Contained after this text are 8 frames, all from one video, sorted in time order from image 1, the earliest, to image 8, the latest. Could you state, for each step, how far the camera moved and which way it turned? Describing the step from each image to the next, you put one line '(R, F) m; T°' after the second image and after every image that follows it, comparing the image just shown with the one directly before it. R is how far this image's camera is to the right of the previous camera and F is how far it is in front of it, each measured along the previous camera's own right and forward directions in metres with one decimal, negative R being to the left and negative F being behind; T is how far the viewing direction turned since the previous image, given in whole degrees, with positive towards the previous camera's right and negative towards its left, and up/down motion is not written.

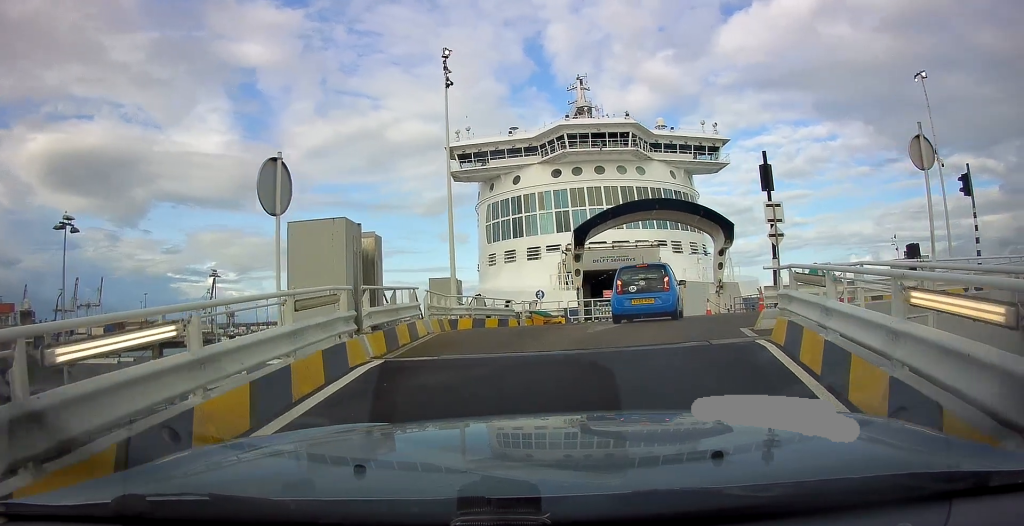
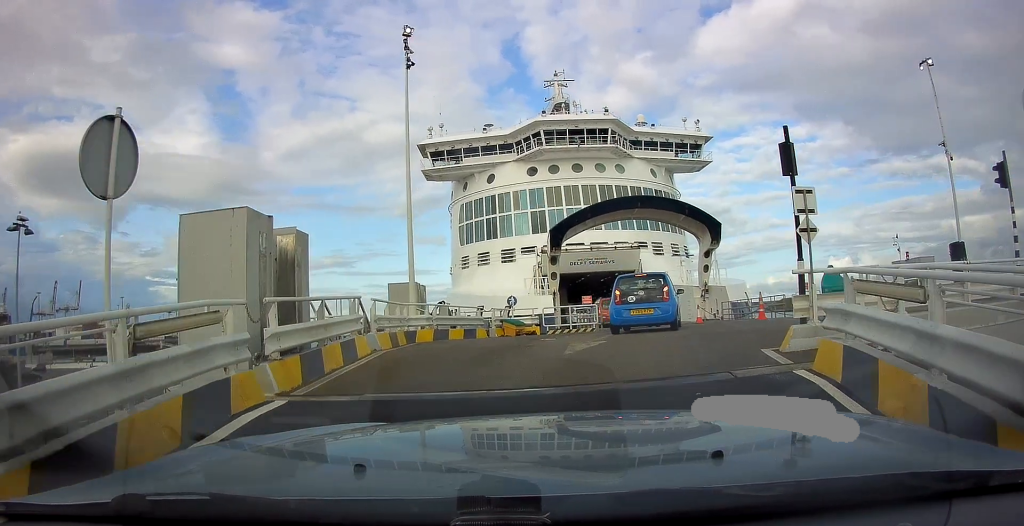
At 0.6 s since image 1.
(+0.1, +2.7) m; +1°
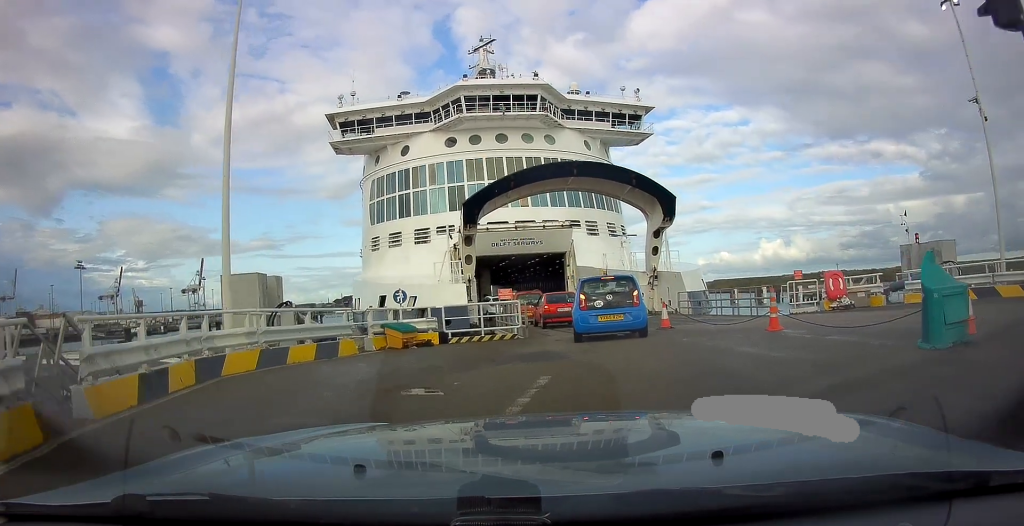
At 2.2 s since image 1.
(+0.1, +7.4) m; +1°
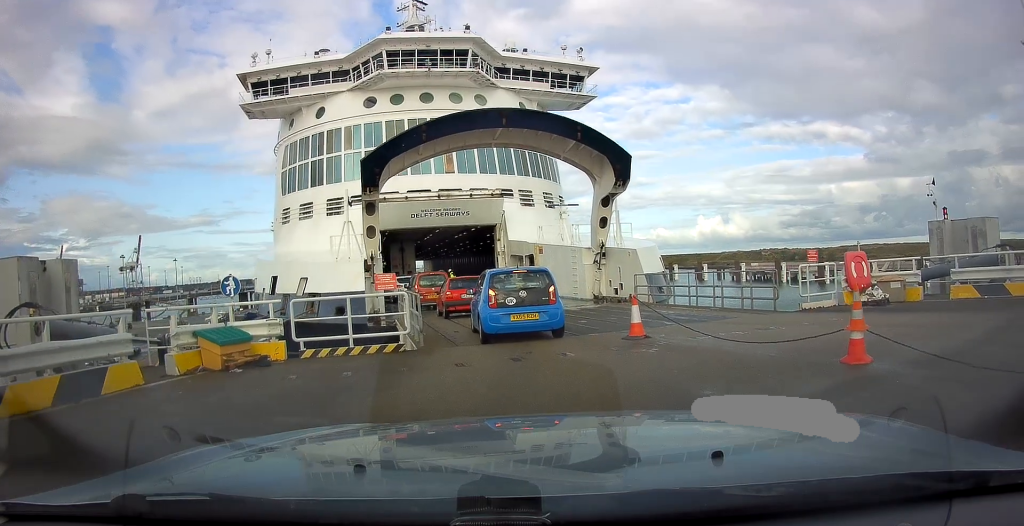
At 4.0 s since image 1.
(+0.2, +6.9) m; +7°
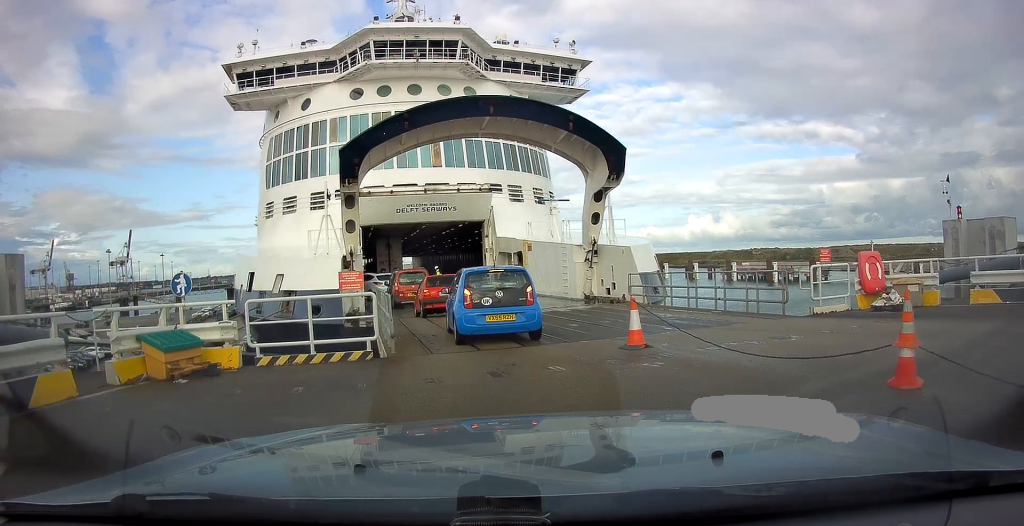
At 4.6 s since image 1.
(+0.3, +1.7) m; +2°
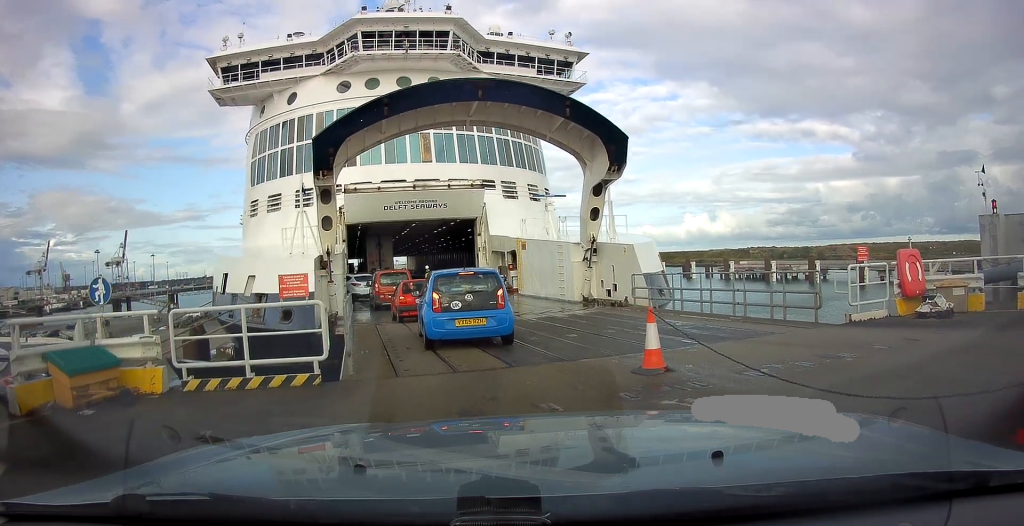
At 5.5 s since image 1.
(-0.2, +2.4) m; -7°
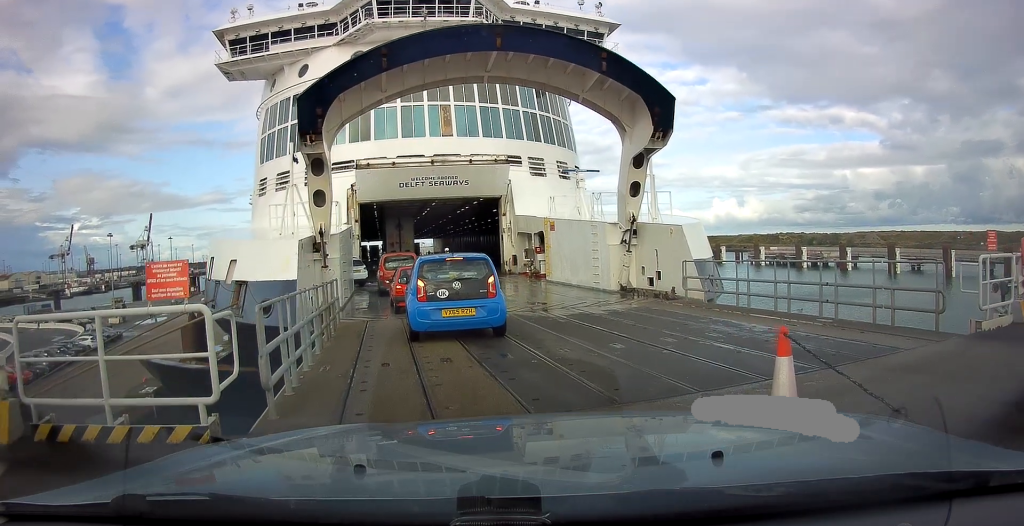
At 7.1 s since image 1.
(-0.3, +3.8) m; -6°
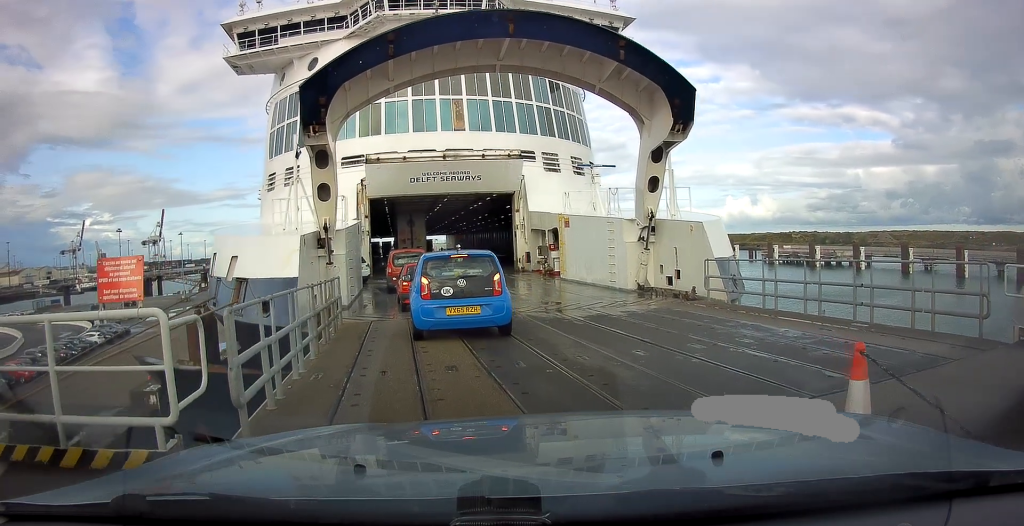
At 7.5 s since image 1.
(-0.1, +1.1) m; +1°
